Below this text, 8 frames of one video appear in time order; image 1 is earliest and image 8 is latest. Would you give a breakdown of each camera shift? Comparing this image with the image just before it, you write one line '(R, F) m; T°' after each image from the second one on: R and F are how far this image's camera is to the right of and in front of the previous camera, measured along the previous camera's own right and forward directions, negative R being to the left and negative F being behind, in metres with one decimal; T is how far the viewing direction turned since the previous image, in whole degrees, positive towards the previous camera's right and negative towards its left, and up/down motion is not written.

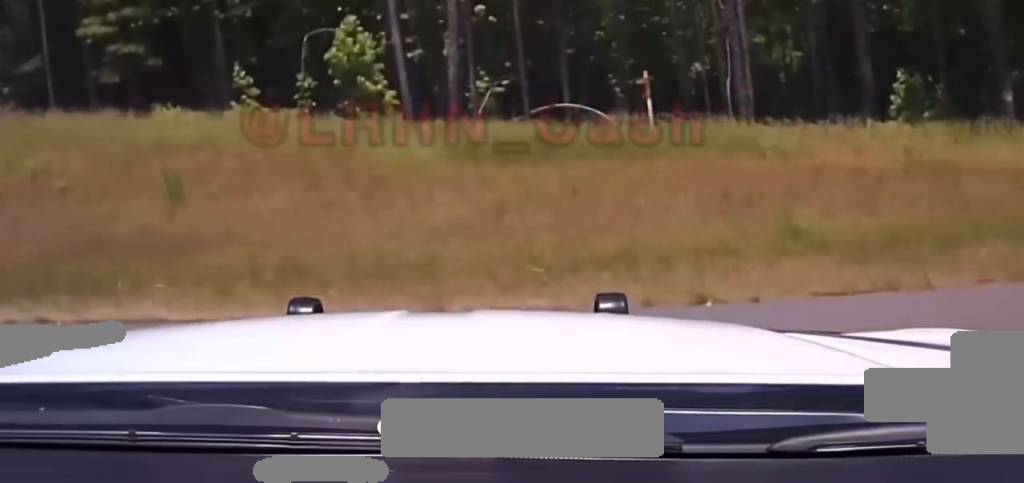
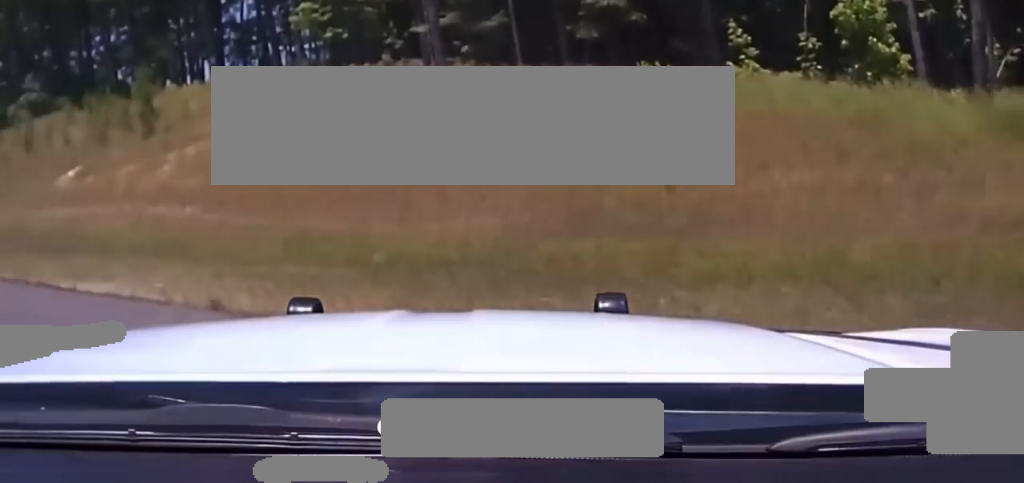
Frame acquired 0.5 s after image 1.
(-1.0, +2.3) m; -22°
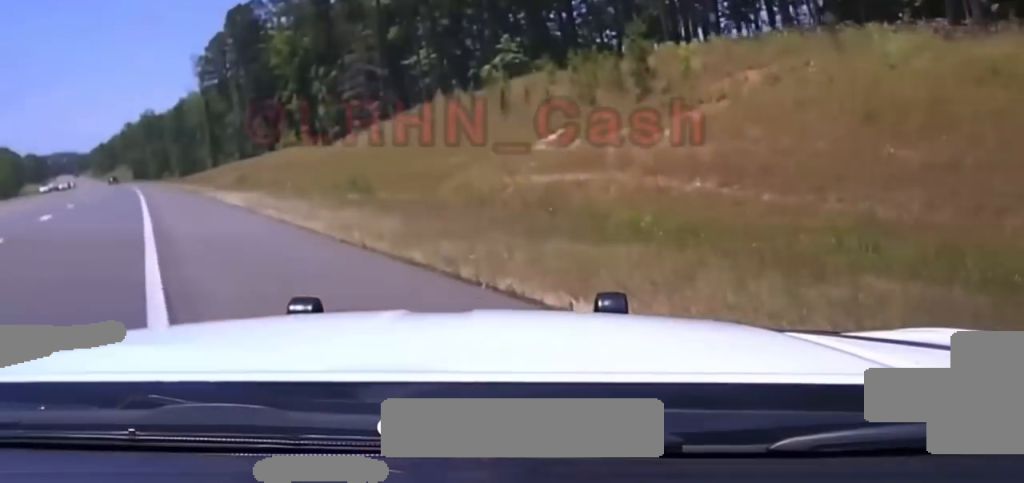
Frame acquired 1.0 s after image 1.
(-0.2, +3.0) m; -27°
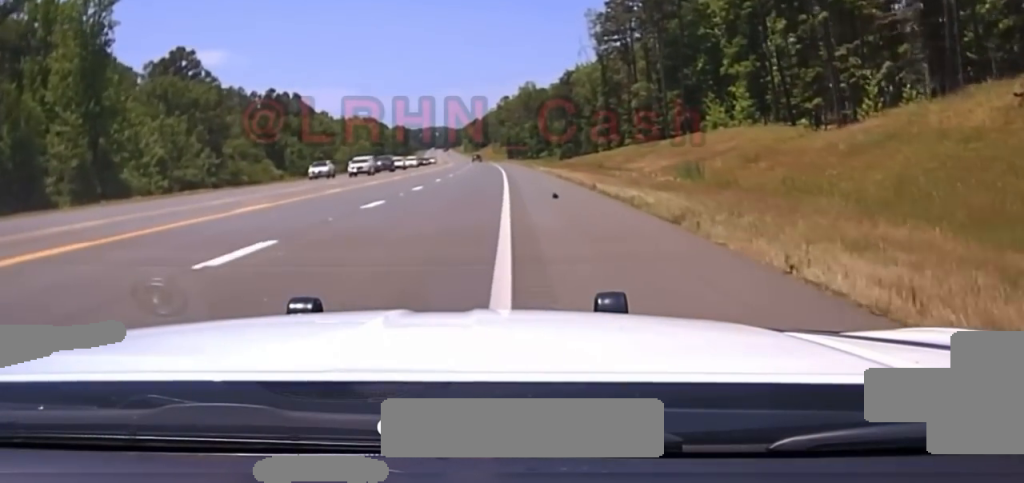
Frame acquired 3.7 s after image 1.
(-12.8, +23.0) m; -33°
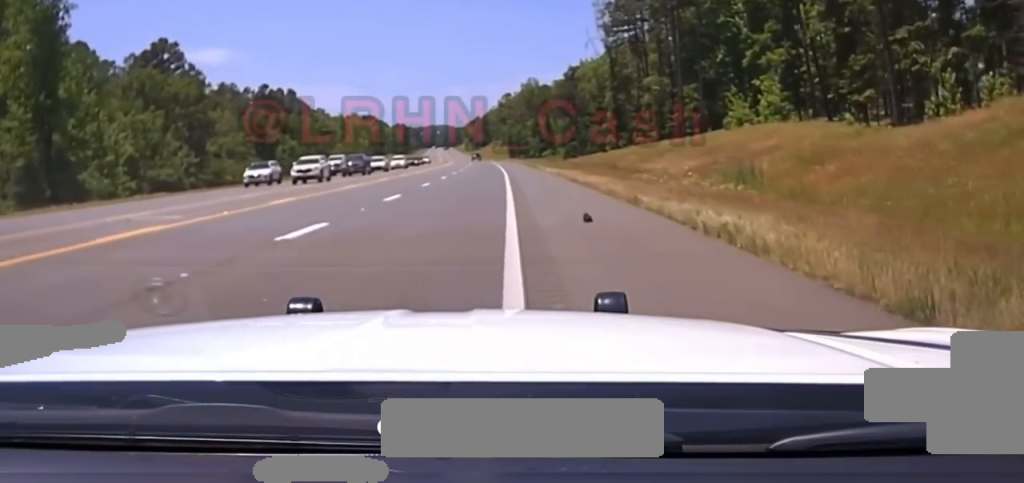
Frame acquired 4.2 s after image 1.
(+0.1, +7.5) m; 0°
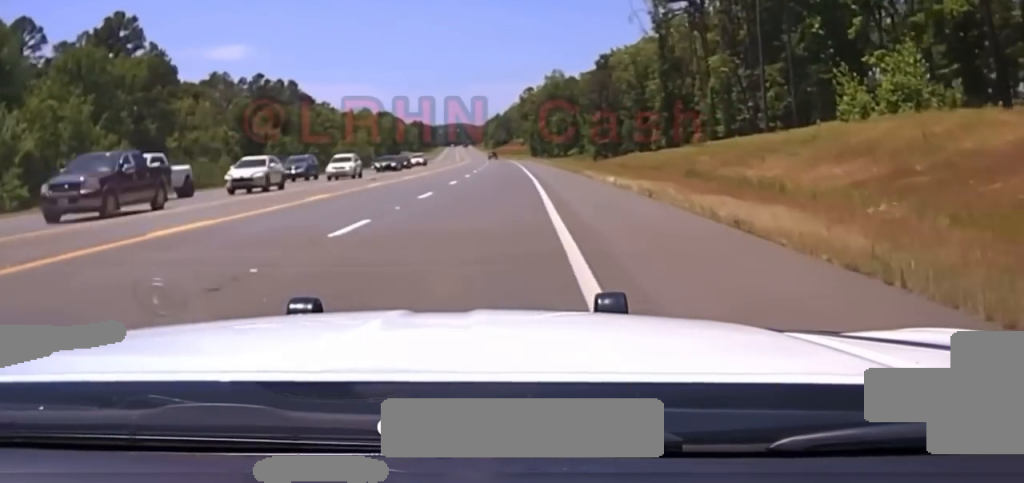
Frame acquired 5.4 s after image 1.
(-0.4, +22.1) m; -1°
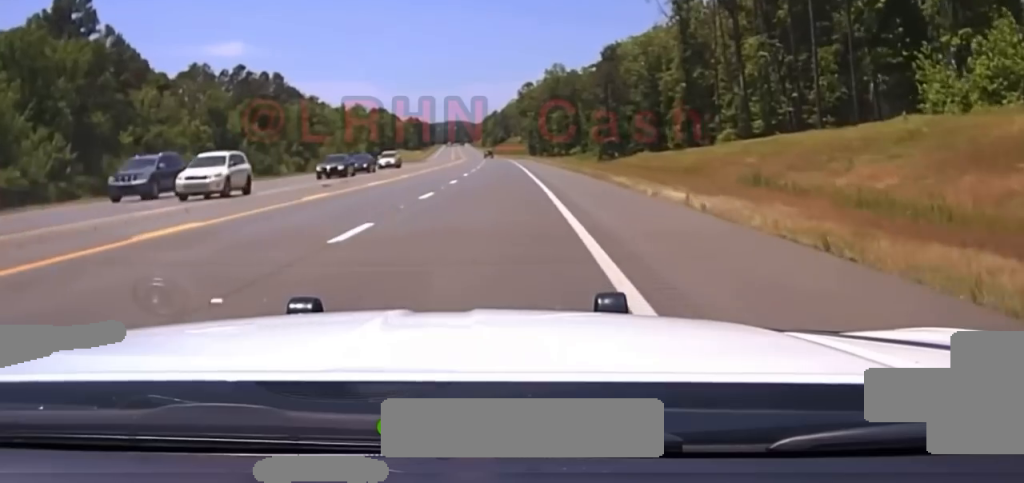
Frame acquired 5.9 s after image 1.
(0.0, +12.4) m; 0°
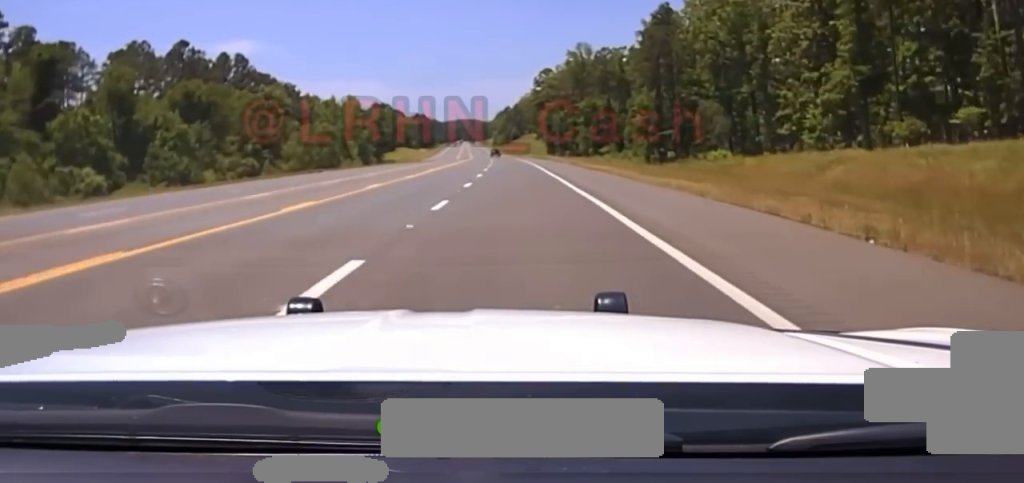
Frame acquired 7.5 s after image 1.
(0.0, +43.0) m; -1°
